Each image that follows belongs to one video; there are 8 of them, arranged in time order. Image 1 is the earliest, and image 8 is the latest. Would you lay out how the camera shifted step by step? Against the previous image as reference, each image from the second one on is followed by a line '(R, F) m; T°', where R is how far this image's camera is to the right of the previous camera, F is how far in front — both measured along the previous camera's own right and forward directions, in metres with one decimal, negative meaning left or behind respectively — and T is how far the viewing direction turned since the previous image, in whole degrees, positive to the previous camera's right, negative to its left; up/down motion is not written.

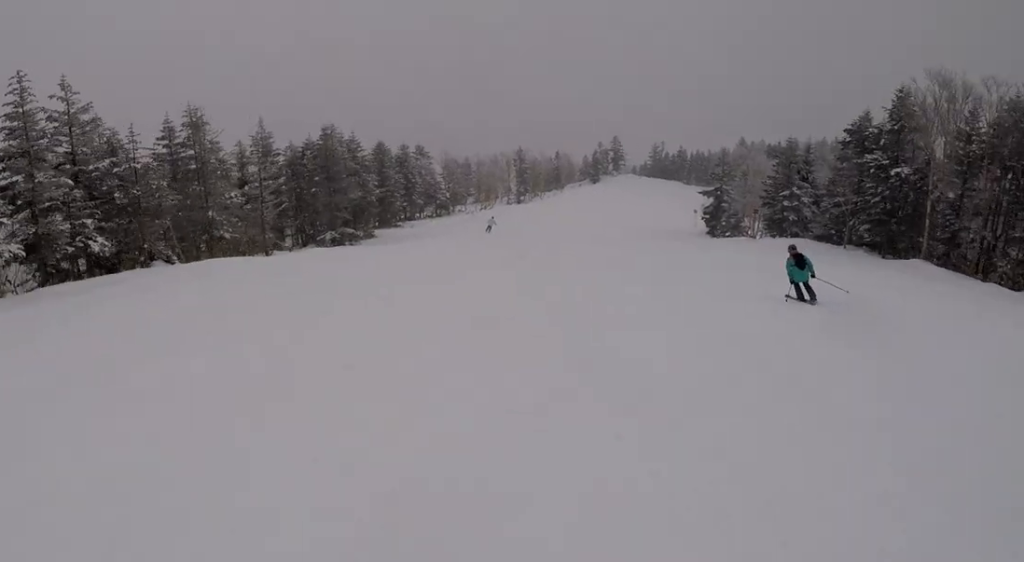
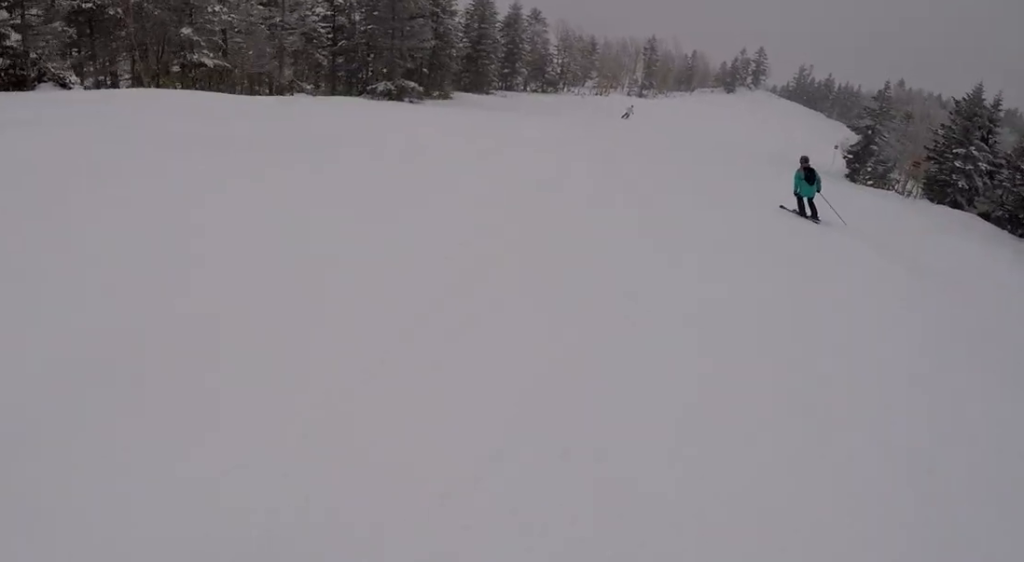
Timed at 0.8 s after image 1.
(-0.5, +8.9) m; -8°
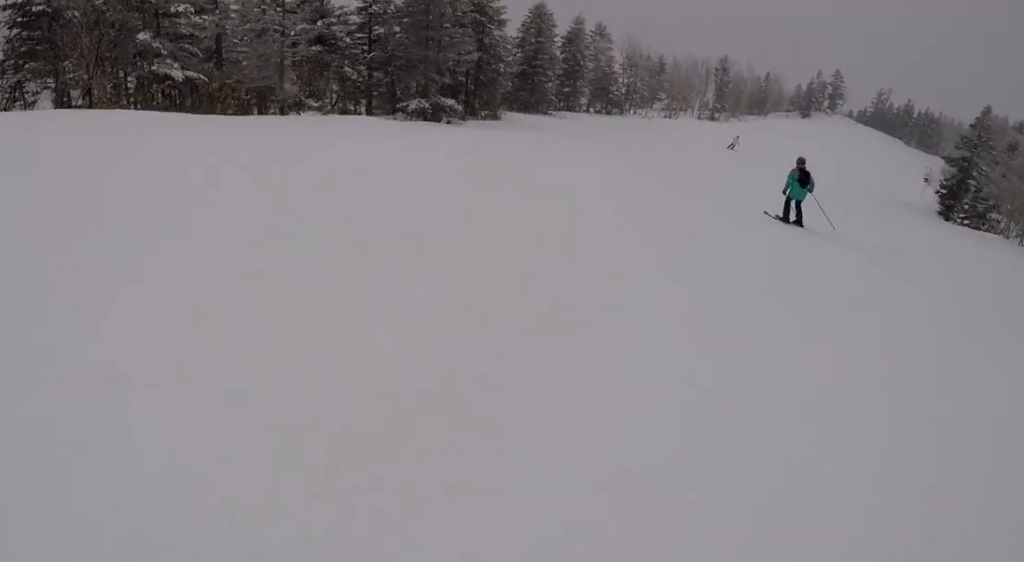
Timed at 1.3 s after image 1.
(-0.2, +5.5) m; -2°
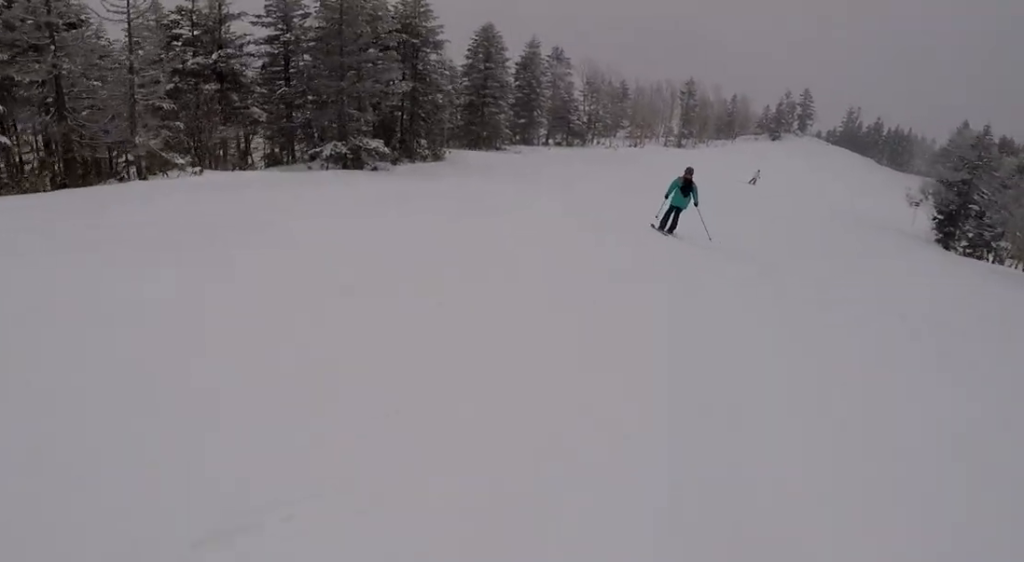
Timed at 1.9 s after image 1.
(-1.0, +6.3) m; +3°
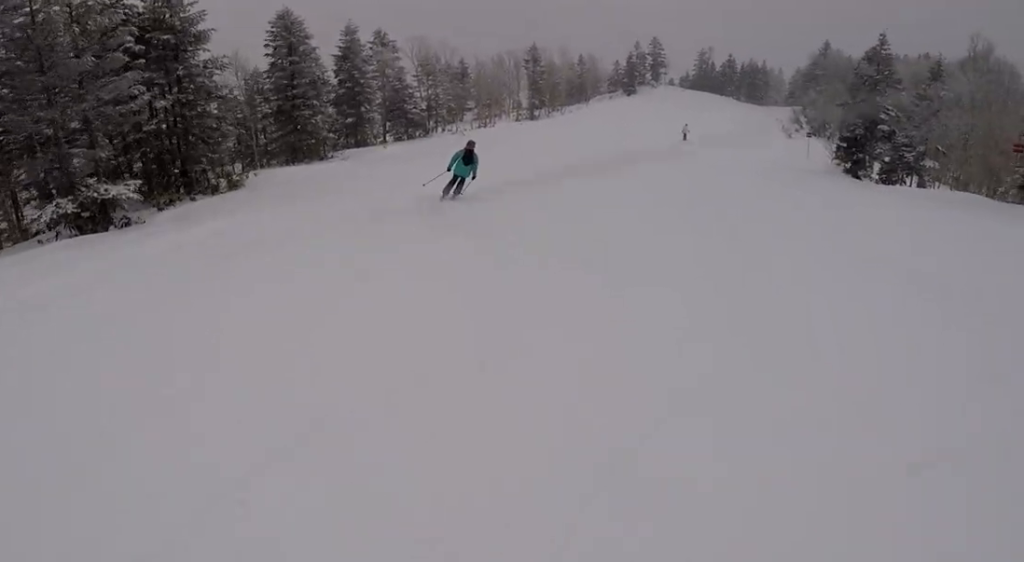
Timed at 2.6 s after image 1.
(+1.0, +8.2) m; +5°
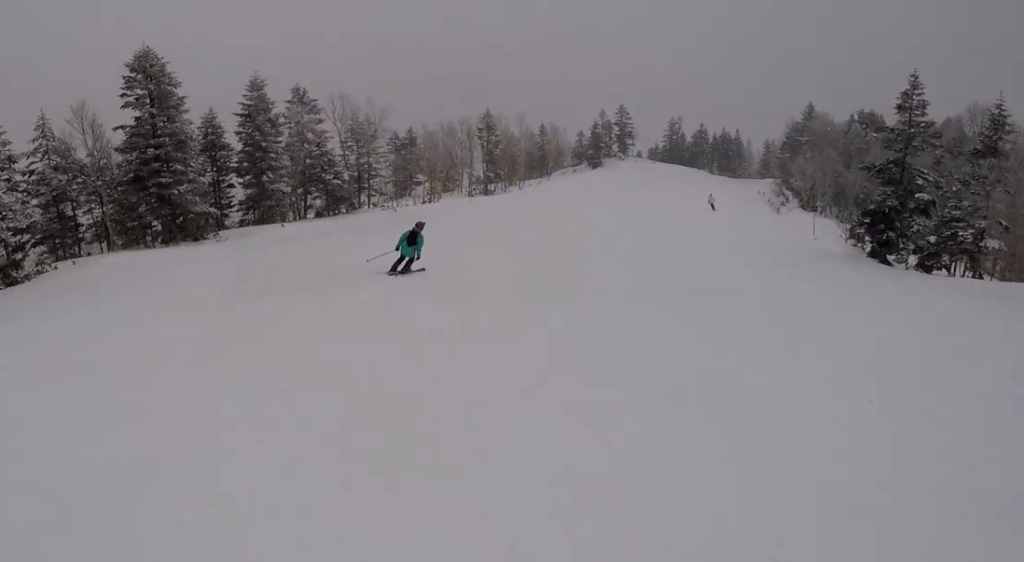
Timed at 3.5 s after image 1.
(+0.7, +10.4) m; +3°
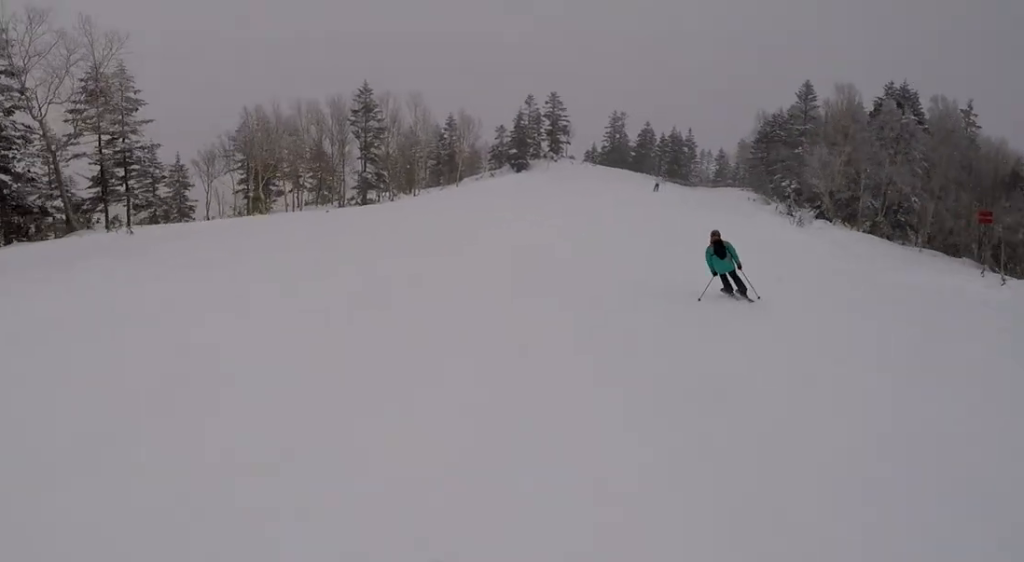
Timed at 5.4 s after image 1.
(+0.9, +23.3) m; +4°
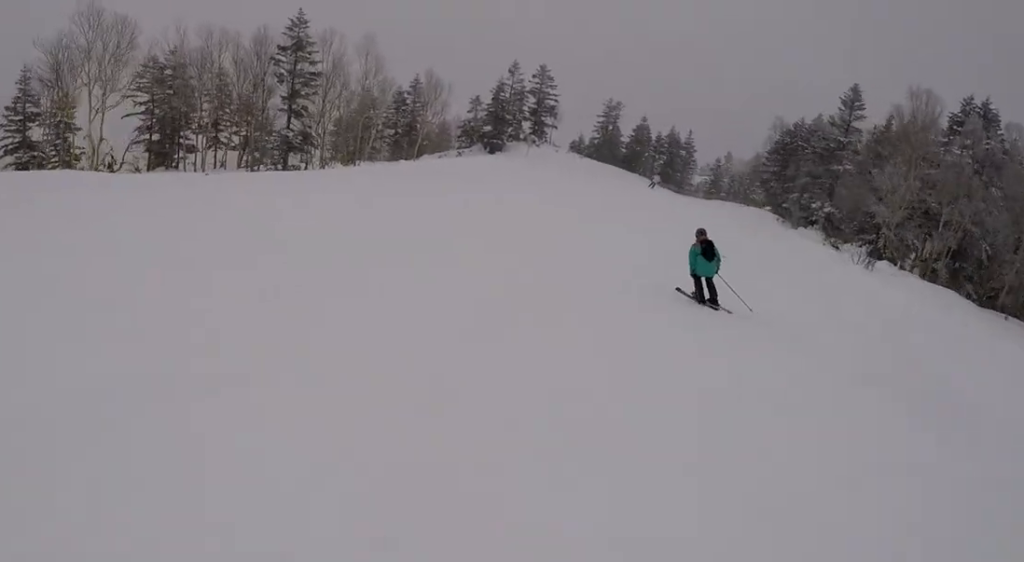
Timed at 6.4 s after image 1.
(-0.3, +12.1) m; -2°
